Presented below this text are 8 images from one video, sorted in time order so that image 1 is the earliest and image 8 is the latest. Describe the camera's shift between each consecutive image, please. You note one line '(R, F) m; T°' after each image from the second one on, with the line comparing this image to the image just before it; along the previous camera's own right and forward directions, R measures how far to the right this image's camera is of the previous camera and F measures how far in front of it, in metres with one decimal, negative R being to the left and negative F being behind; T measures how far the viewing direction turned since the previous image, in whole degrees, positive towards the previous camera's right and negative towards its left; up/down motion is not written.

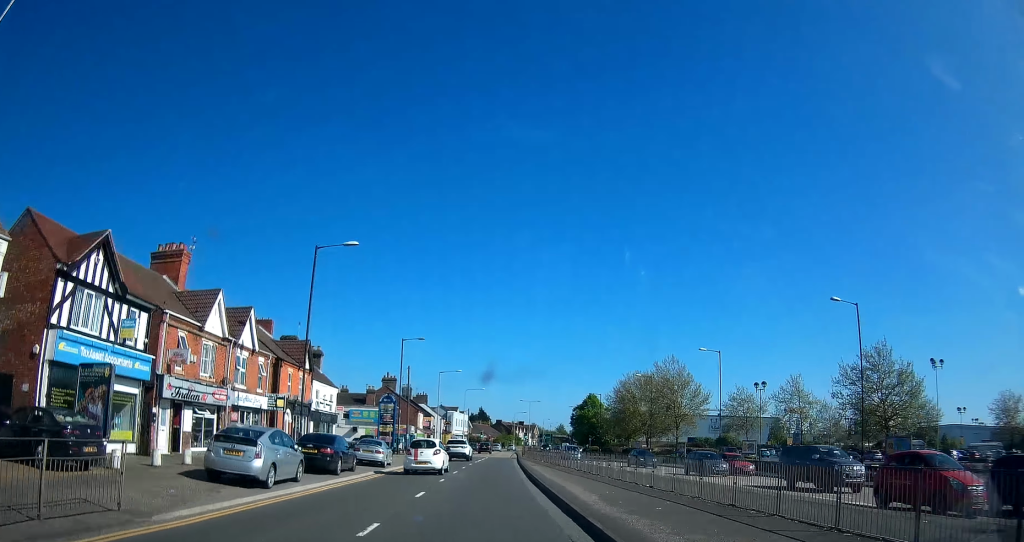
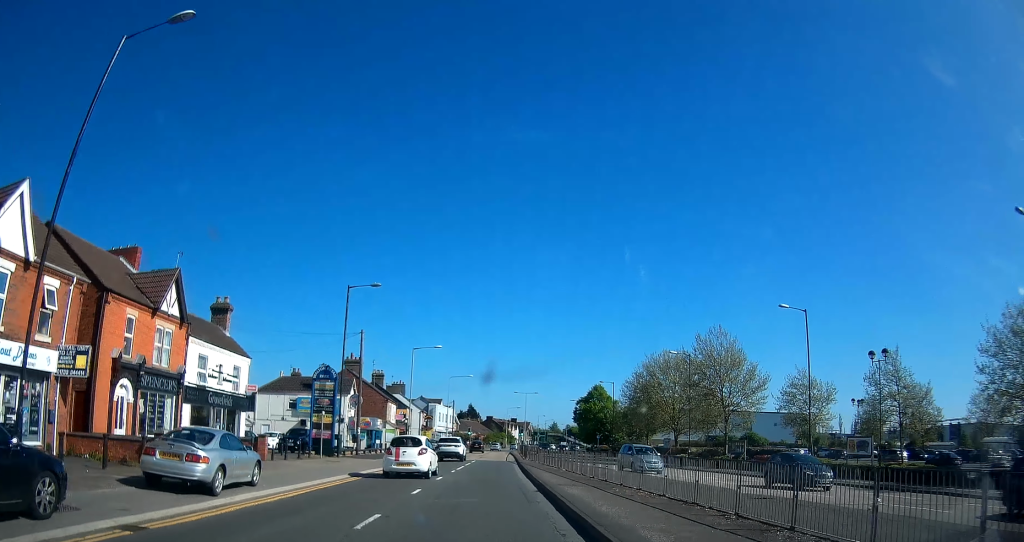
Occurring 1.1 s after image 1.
(+0.2, +17.9) m; +2°
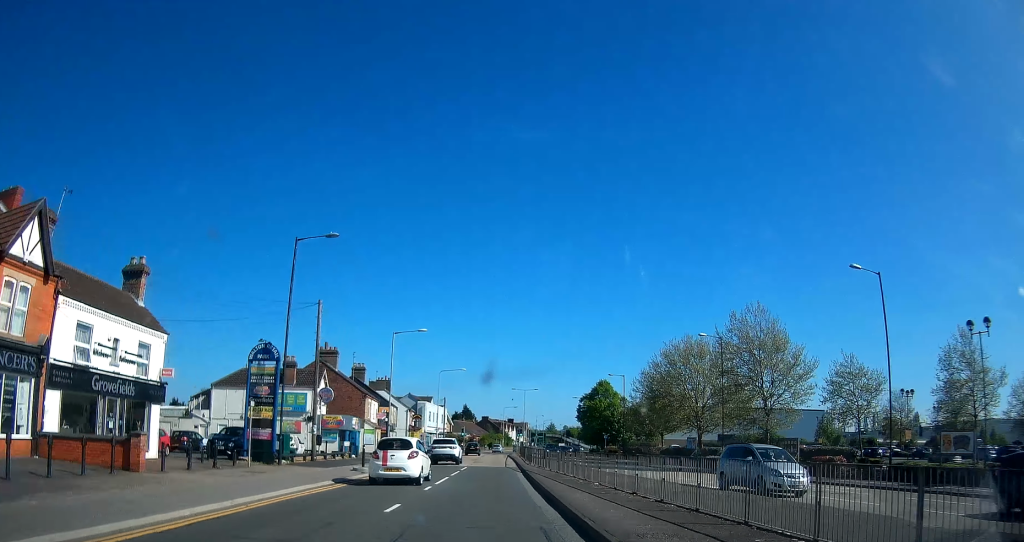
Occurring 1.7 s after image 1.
(+0.1, +9.4) m; +2°
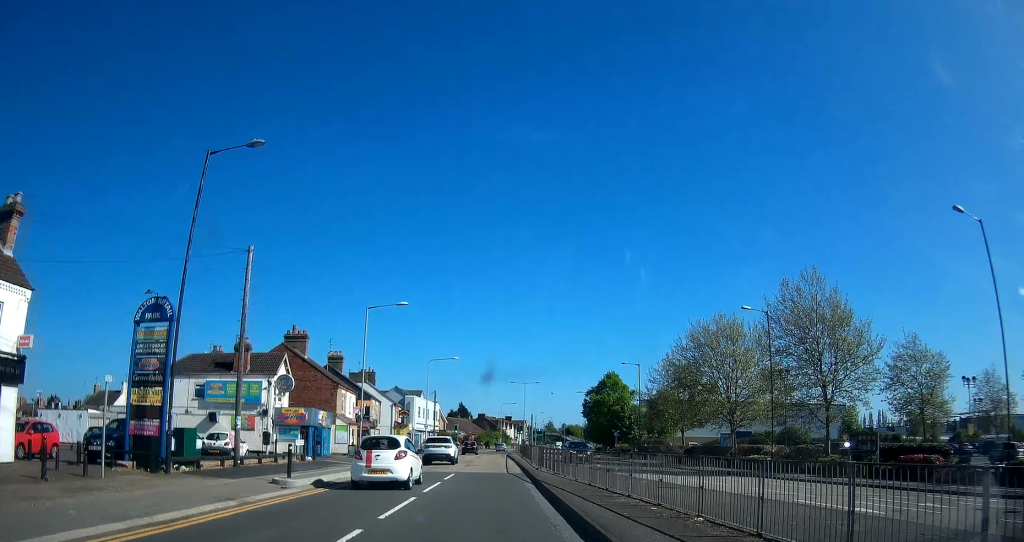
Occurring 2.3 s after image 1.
(+0.2, +9.5) m; 0°
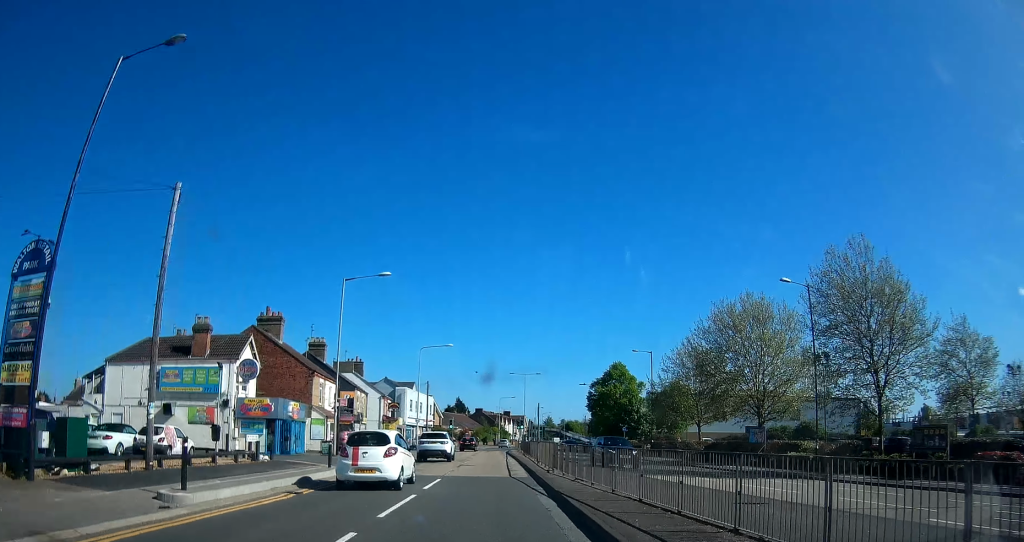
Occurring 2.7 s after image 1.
(+0.2, +6.2) m; 0°
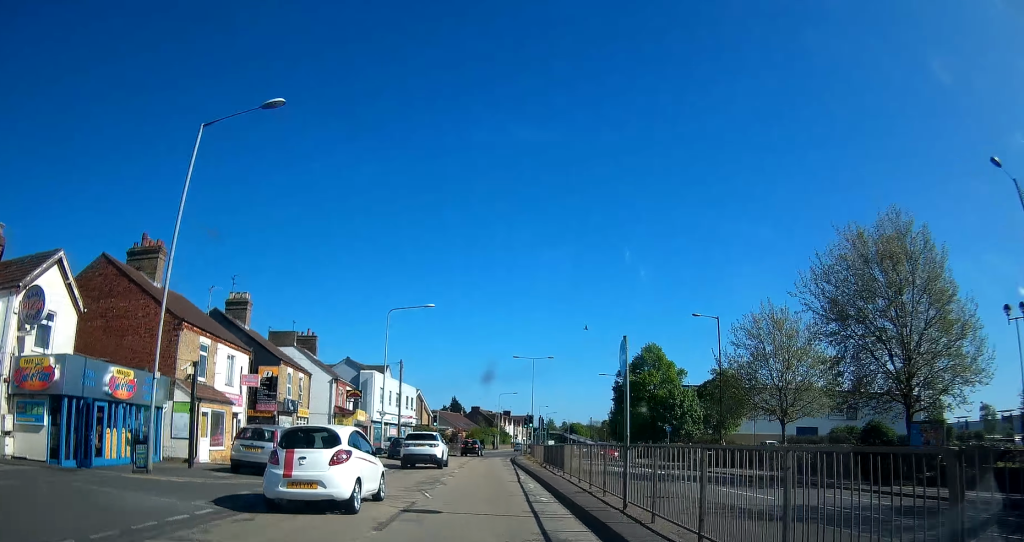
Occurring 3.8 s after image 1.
(-0.6, +19.1) m; +1°
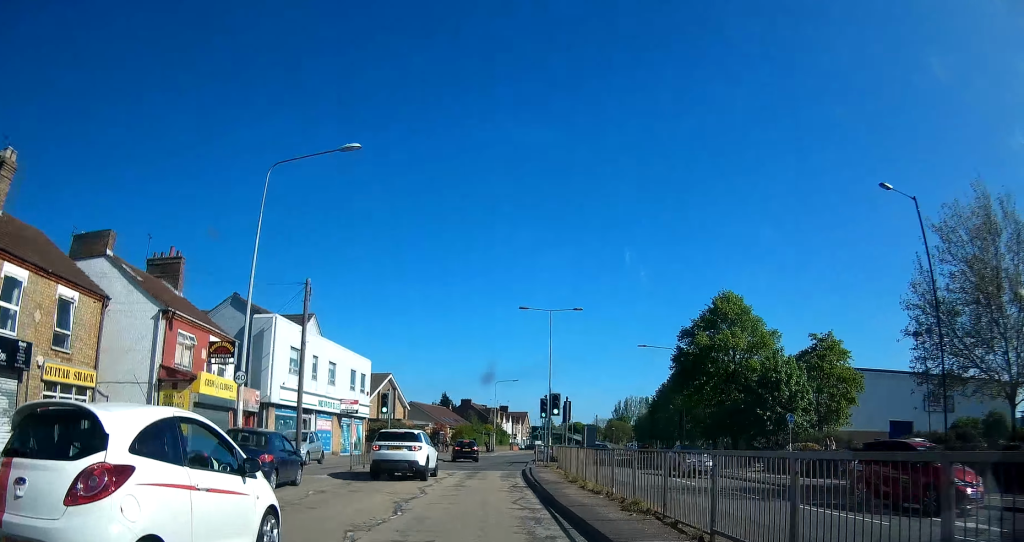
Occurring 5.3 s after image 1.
(+0.7, +24.2) m; +1°
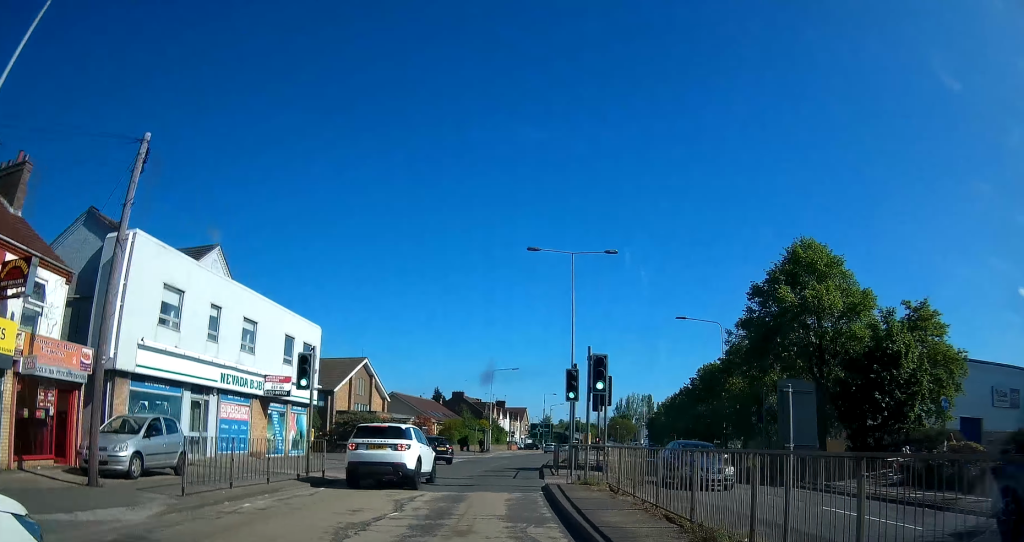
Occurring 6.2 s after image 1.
(-0.2, +13.2) m; 0°
